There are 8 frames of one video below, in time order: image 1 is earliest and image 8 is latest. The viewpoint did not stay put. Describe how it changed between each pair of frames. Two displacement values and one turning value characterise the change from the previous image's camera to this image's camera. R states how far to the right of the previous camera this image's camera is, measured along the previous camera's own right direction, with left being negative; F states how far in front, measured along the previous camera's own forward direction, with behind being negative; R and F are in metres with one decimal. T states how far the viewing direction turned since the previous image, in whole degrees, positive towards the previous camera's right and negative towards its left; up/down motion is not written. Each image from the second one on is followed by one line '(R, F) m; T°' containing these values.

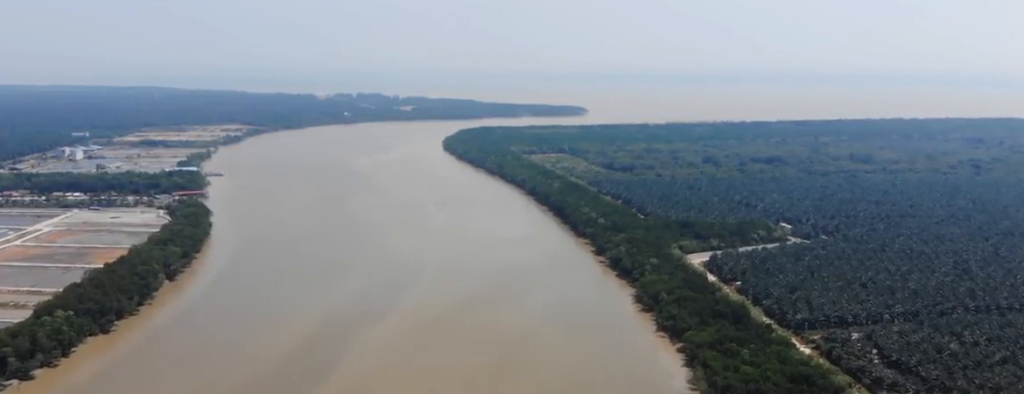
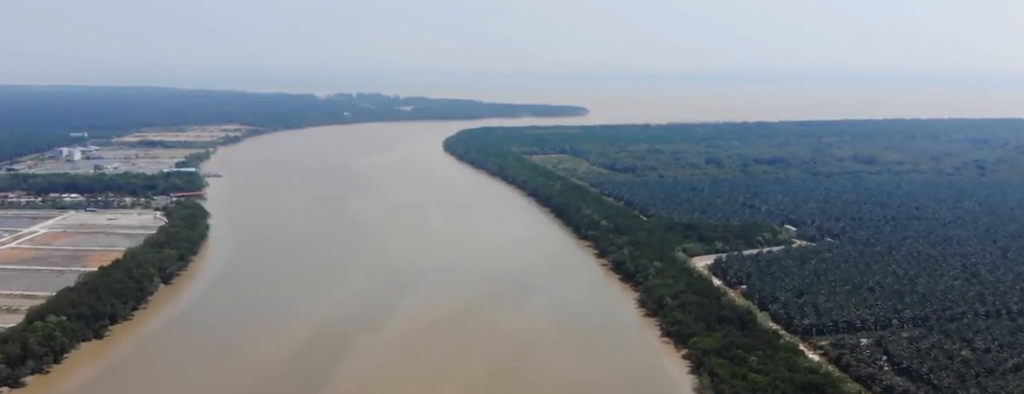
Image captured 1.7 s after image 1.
(-0.1, +10.5) m; -2°
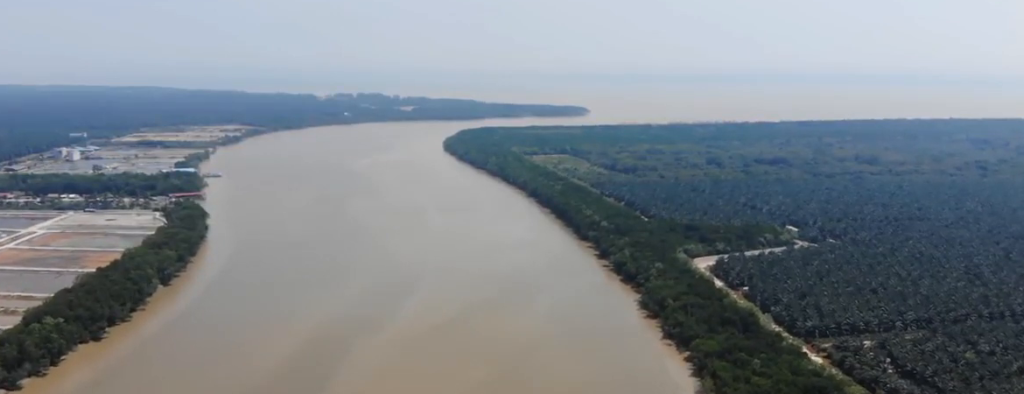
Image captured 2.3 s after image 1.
(-0.1, +3.9) m; -1°
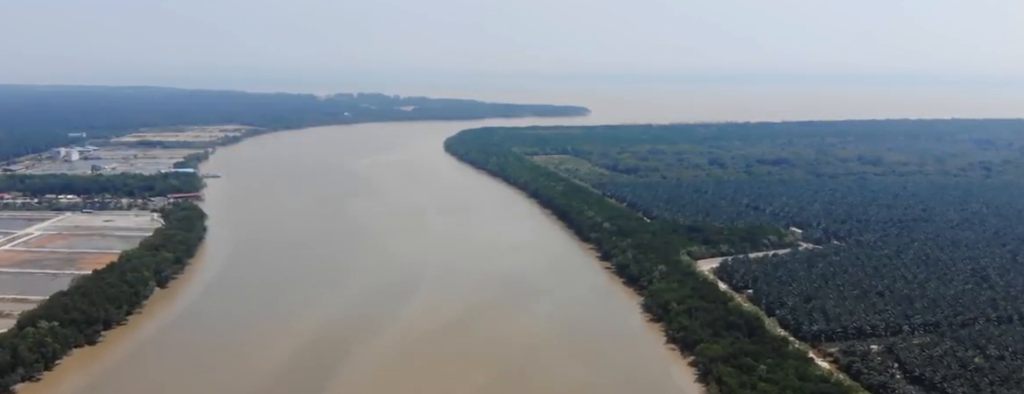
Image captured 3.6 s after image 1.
(+0.1, +7.7) m; +1°
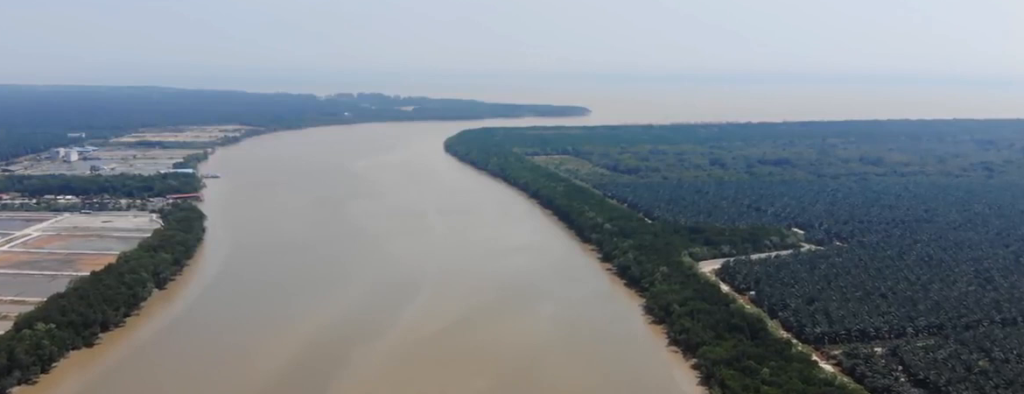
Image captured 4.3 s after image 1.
(0.0, +4.0) m; 0°
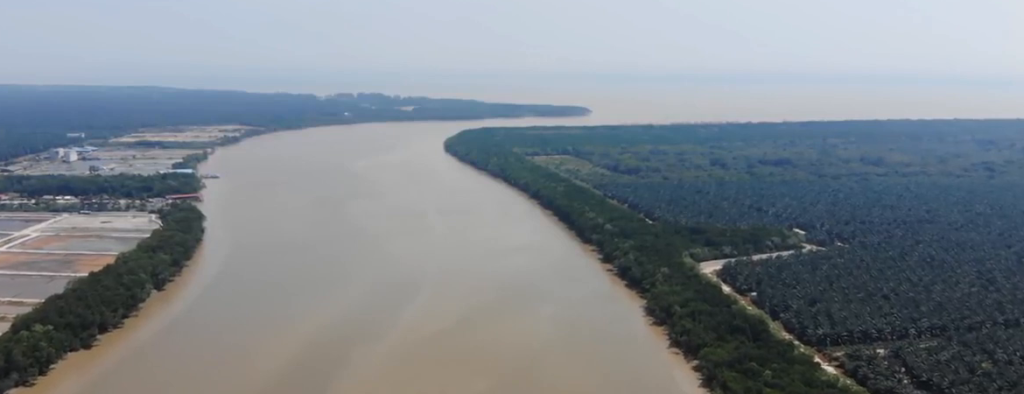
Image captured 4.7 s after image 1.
(0.0, +2.8) m; -1°
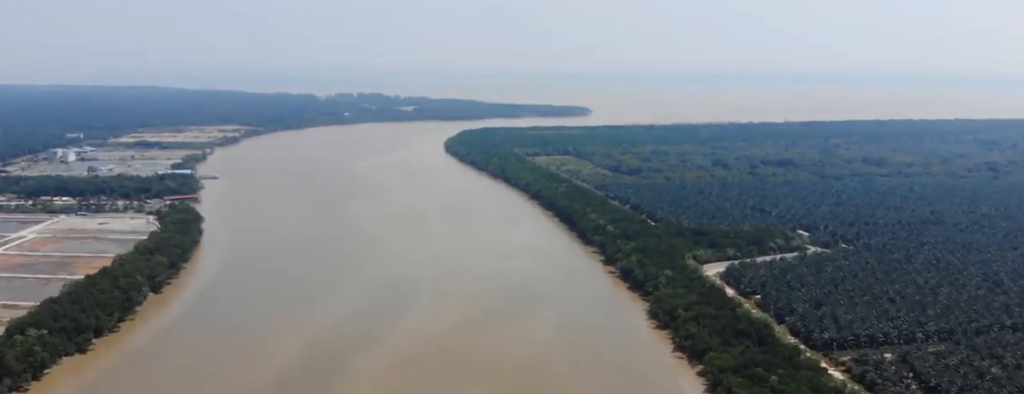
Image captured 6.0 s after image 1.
(-0.1, +7.5) m; -1°
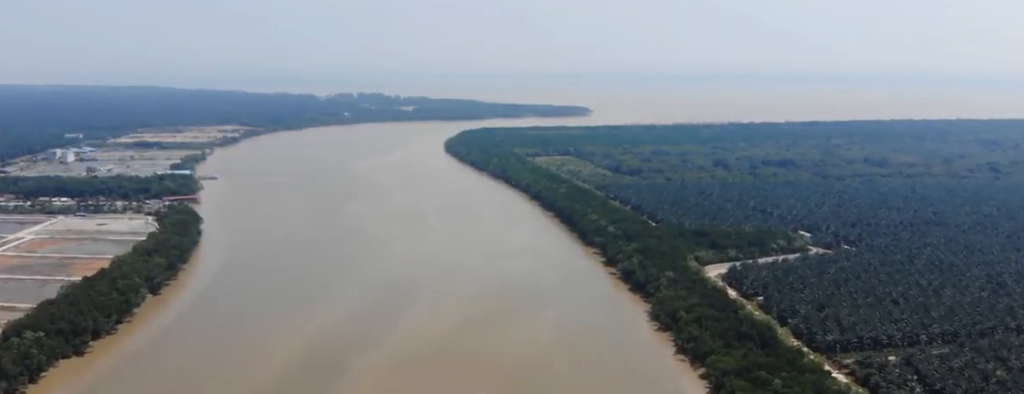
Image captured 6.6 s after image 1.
(0.0, +4.1) m; 0°
